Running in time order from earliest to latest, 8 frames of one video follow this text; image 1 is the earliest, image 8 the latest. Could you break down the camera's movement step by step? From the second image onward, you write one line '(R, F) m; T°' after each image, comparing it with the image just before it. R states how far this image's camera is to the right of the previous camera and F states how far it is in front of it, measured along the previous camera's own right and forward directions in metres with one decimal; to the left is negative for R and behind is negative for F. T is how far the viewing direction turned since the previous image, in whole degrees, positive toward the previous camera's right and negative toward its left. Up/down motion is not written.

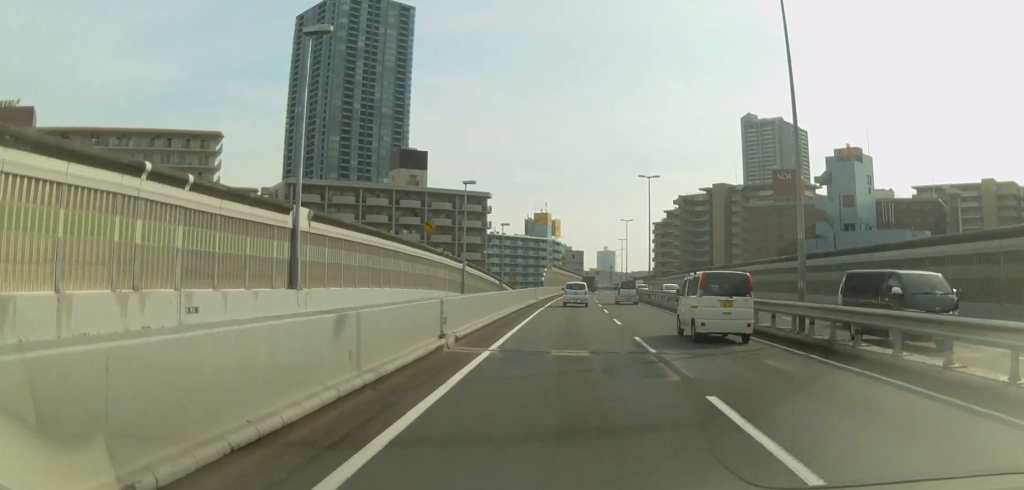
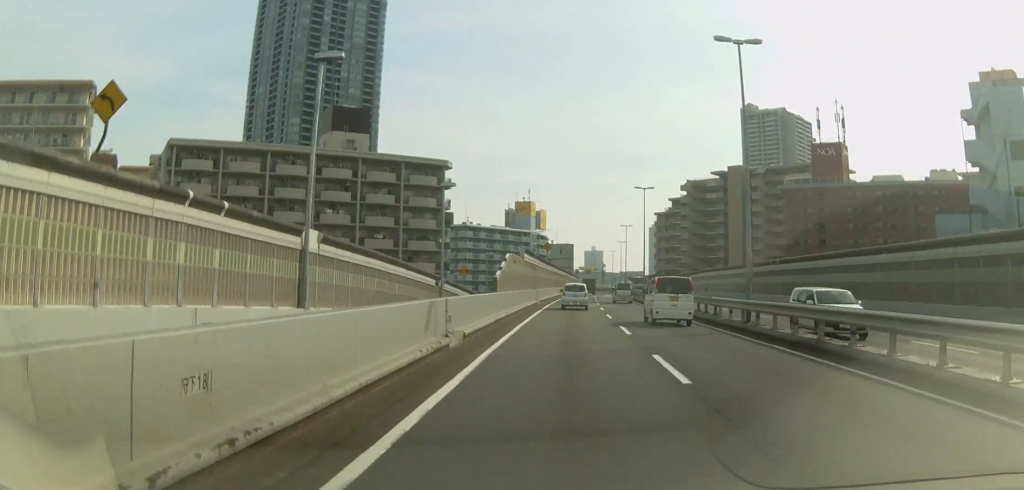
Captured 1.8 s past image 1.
(+0.7, +34.5) m; +1°
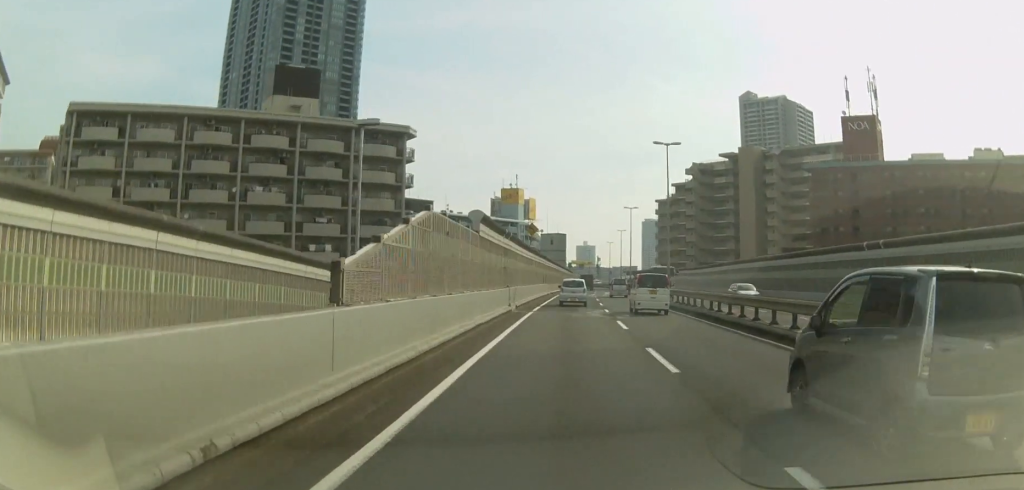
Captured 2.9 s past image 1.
(+0.1, +19.4) m; +1°
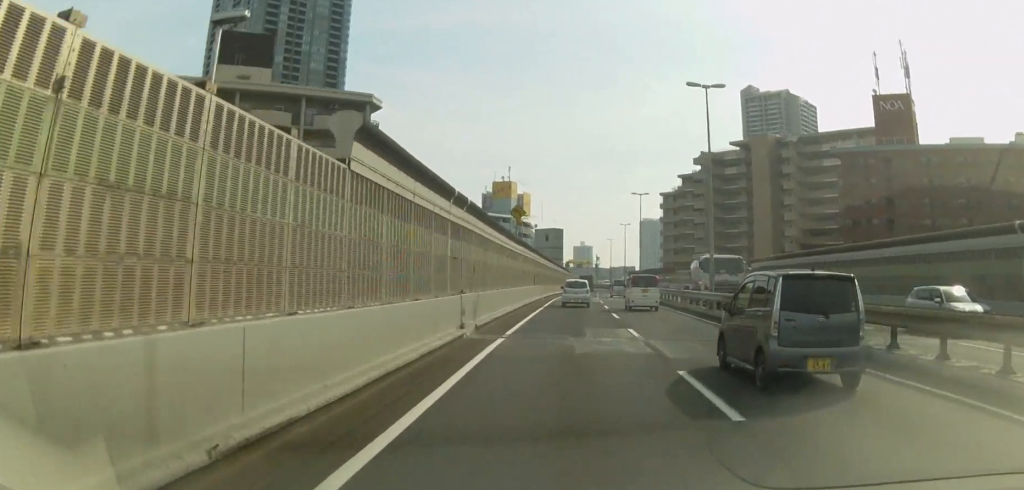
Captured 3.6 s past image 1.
(+0.1, +14.2) m; 0°
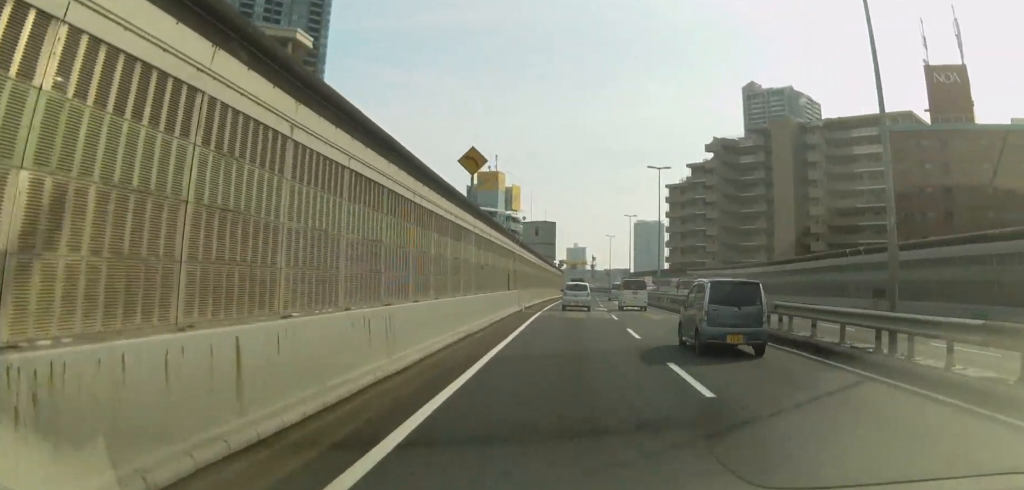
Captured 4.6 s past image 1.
(0.0, +18.4) m; +1°
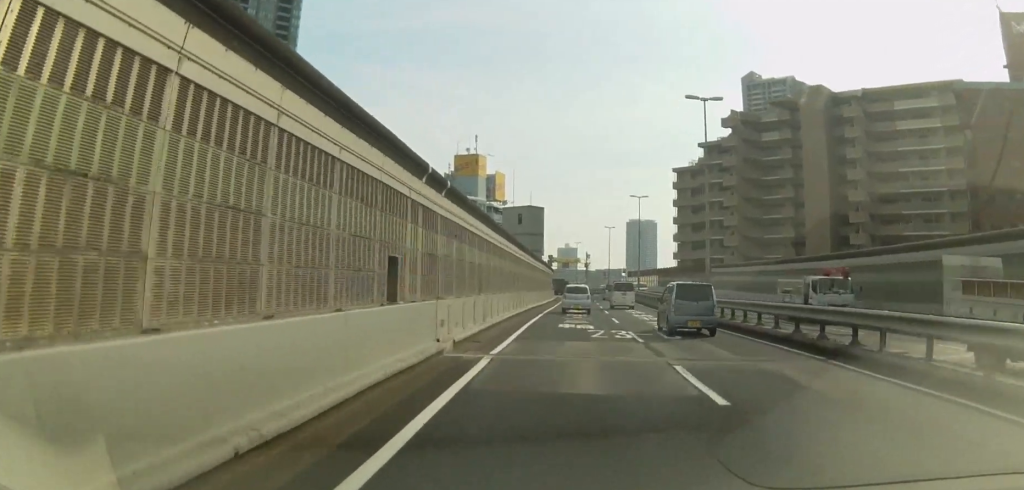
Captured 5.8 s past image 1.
(+0.3, +20.7) m; +1°
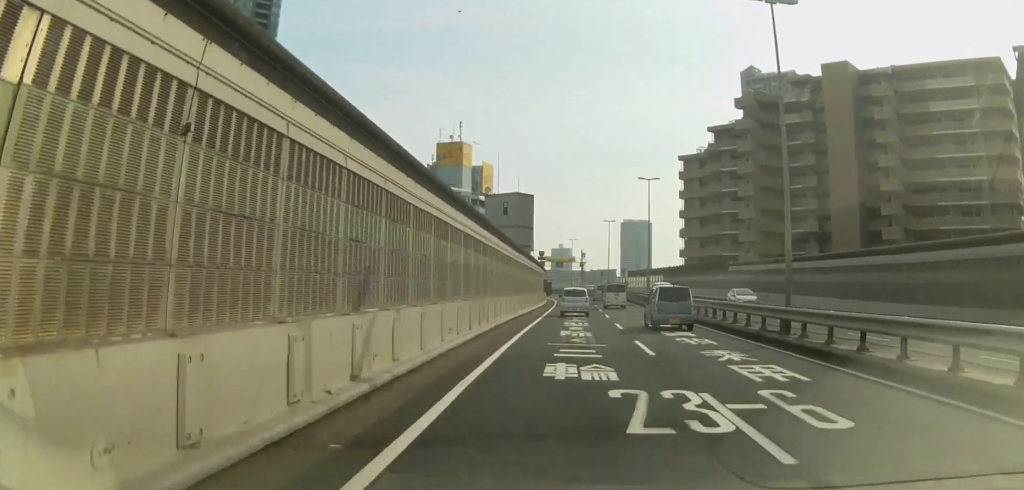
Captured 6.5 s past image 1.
(+0.1, +12.7) m; 0°
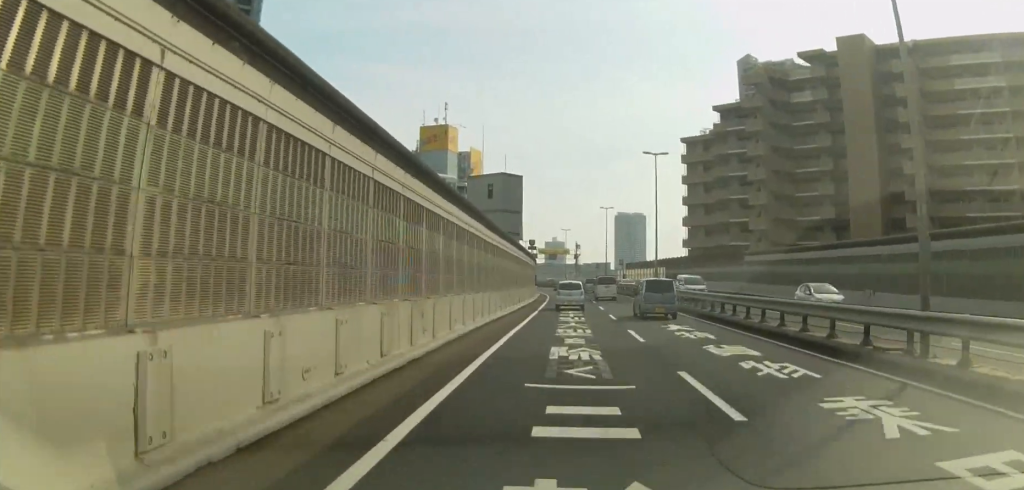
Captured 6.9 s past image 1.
(-0.2, +8.4) m; 0°
